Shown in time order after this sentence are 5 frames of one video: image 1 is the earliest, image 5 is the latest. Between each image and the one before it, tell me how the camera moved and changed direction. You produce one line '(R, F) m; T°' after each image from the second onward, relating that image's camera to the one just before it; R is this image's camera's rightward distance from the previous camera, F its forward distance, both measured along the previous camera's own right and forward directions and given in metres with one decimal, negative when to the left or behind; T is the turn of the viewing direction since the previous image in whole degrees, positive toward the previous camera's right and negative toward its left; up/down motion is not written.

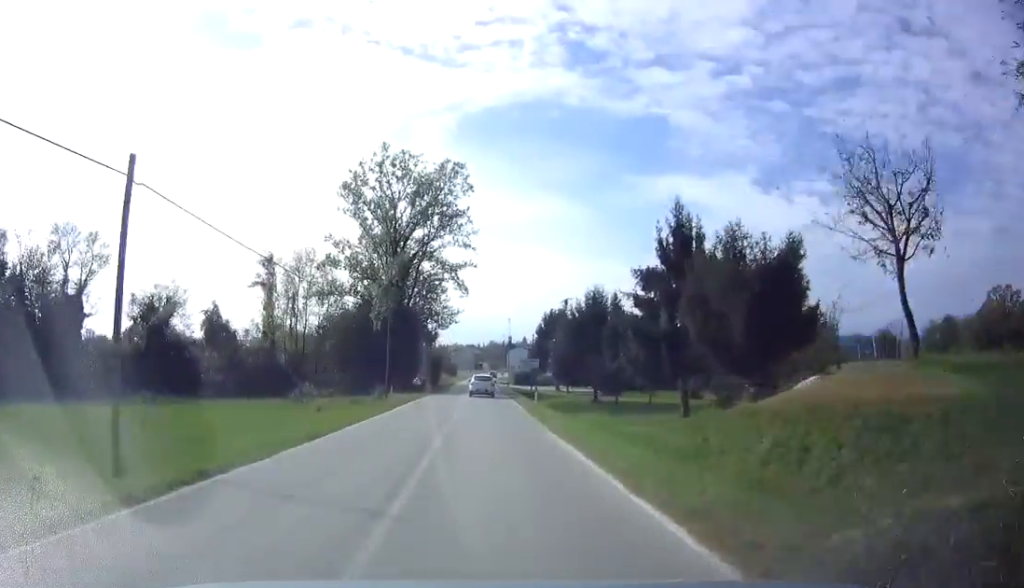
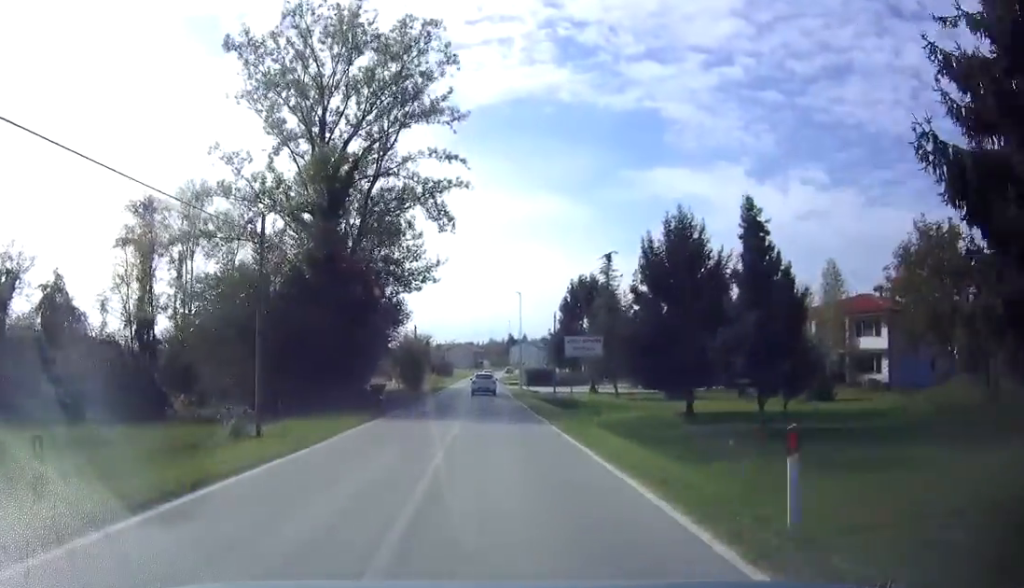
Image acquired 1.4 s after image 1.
(0.0, +24.6) m; 0°
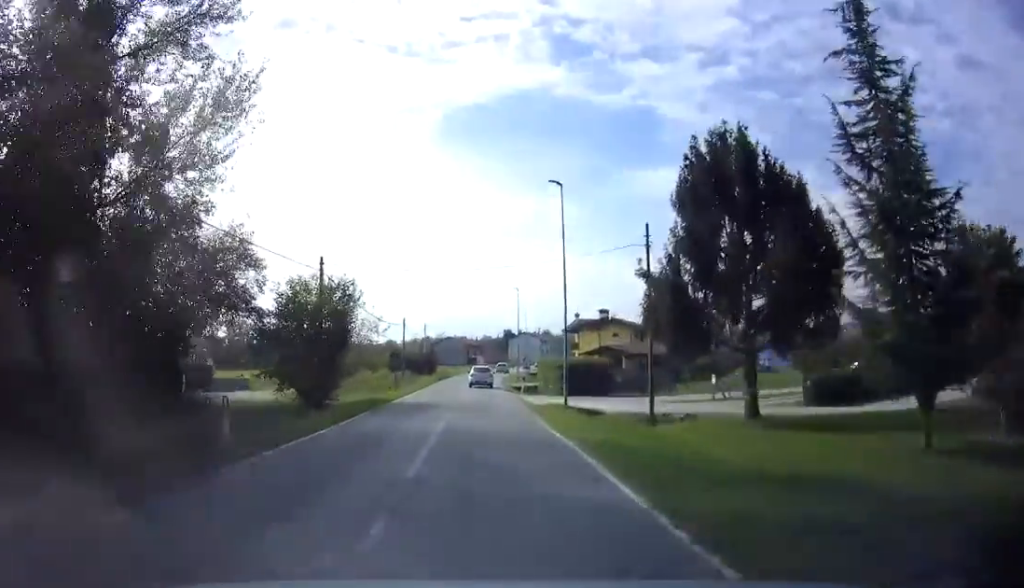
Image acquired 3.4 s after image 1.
(+0.6, +34.2) m; +1°
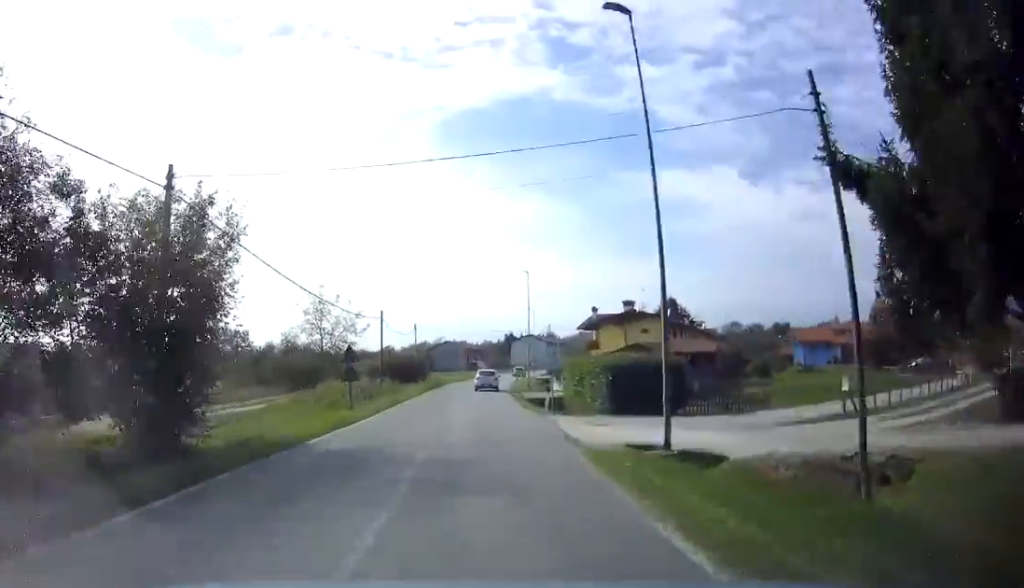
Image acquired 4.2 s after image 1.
(-0.2, +13.4) m; -1°
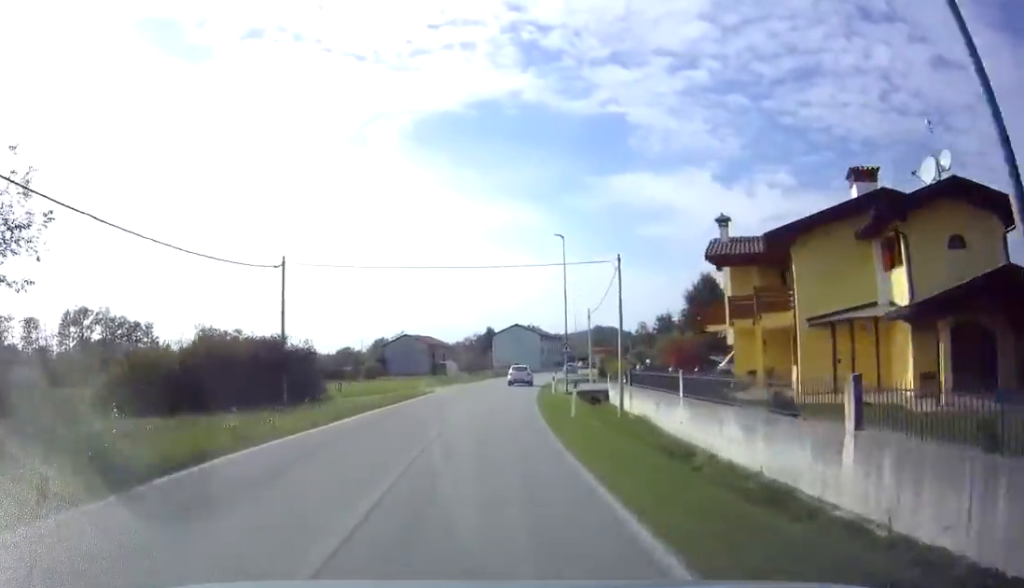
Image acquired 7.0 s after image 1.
(+1.0, +45.7) m; +5°
